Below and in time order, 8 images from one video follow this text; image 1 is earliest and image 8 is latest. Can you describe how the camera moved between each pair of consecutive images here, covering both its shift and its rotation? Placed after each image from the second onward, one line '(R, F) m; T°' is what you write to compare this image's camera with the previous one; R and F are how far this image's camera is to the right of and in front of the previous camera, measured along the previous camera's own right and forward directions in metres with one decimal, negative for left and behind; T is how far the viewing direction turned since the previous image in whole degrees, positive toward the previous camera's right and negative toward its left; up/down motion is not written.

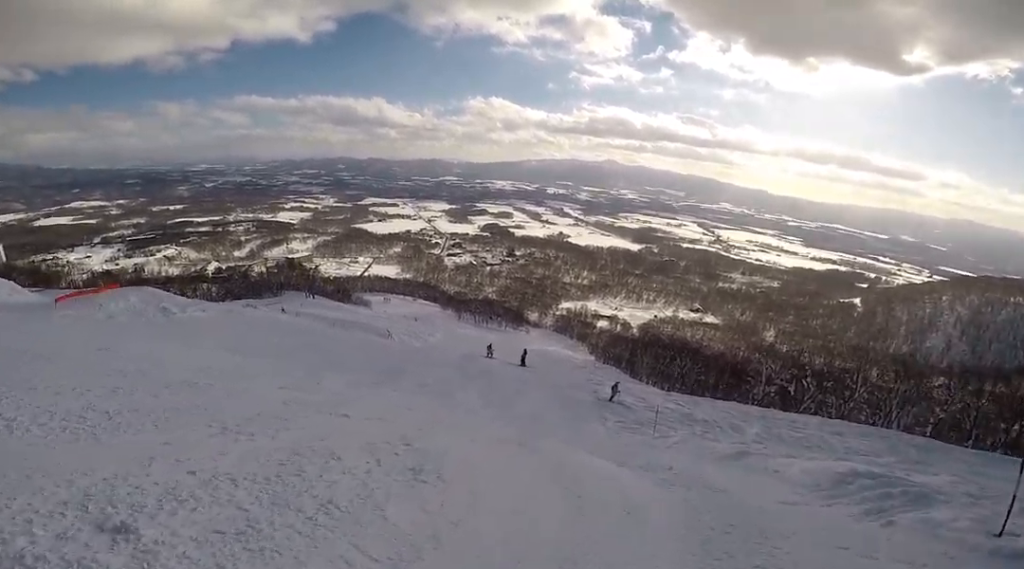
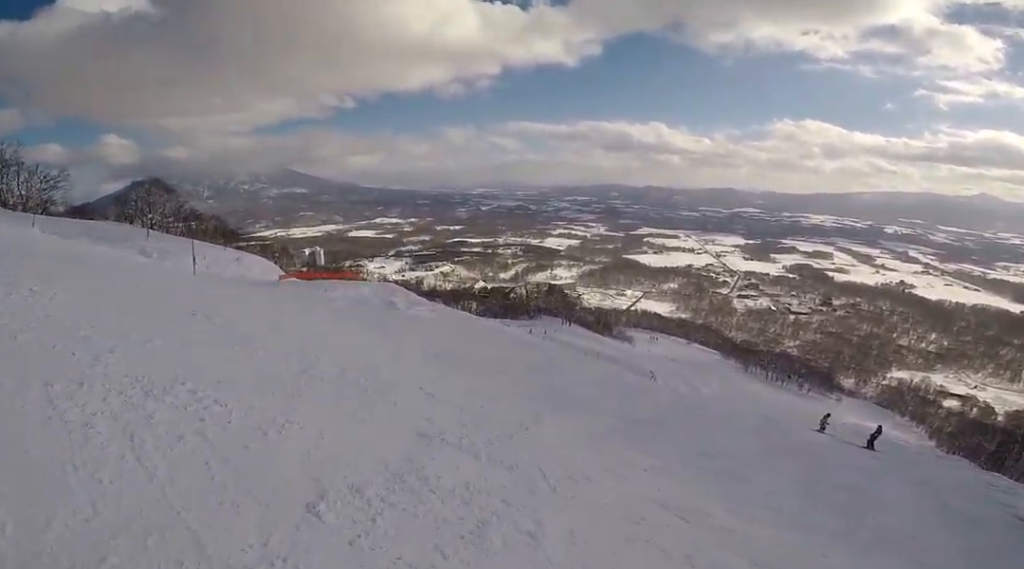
(-2.2, +4.7) m; -33°
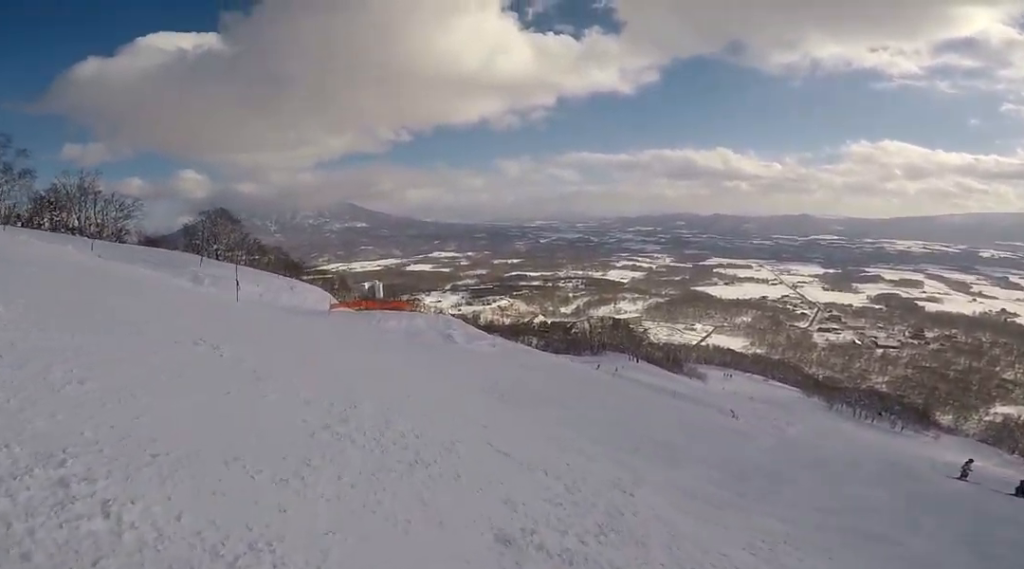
(0.0, +2.0) m; -4°
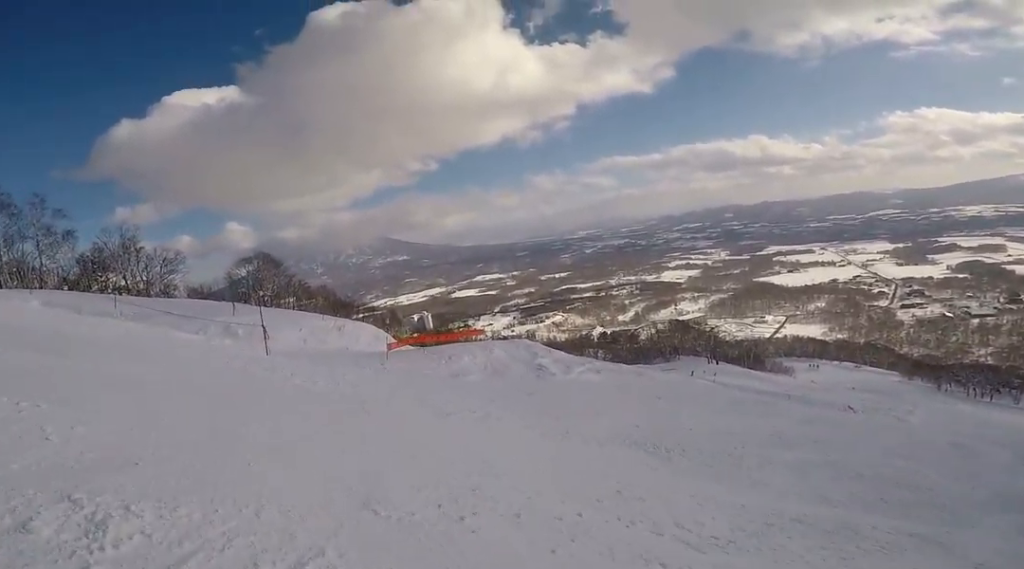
(-0.3, +4.3) m; -4°
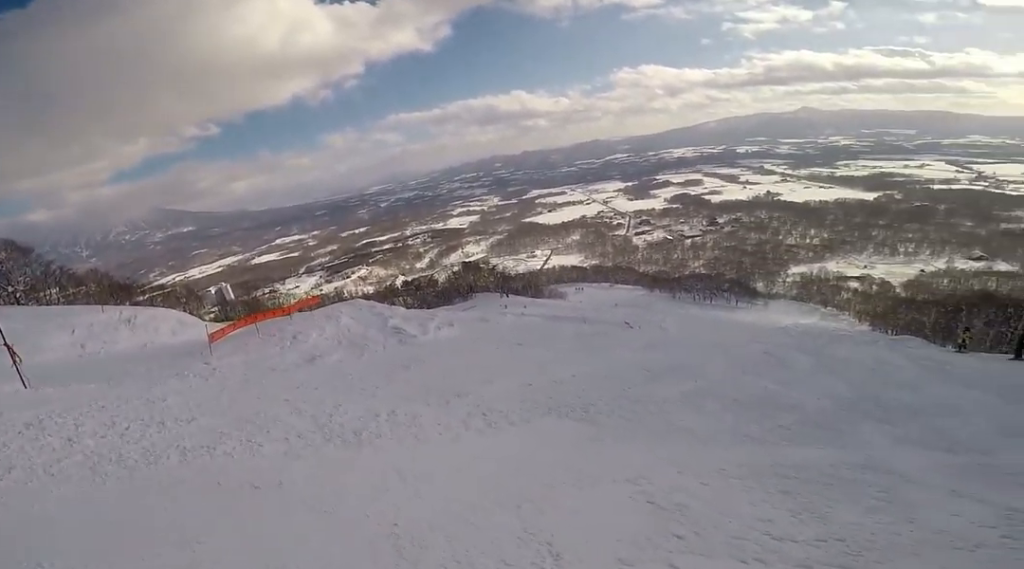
(-0.1, +4.1) m; +17°
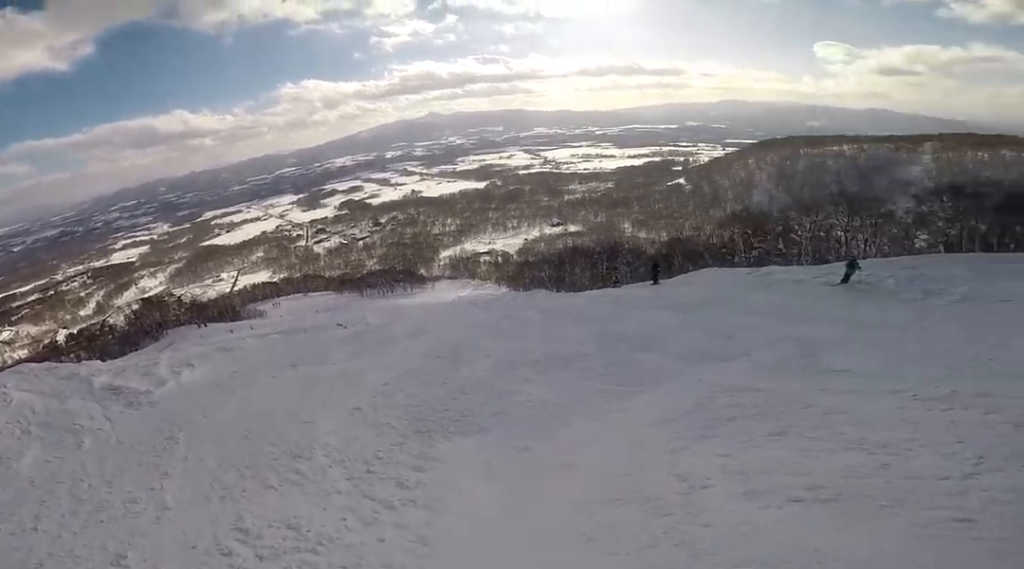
(+1.7, +3.7) m; +59°
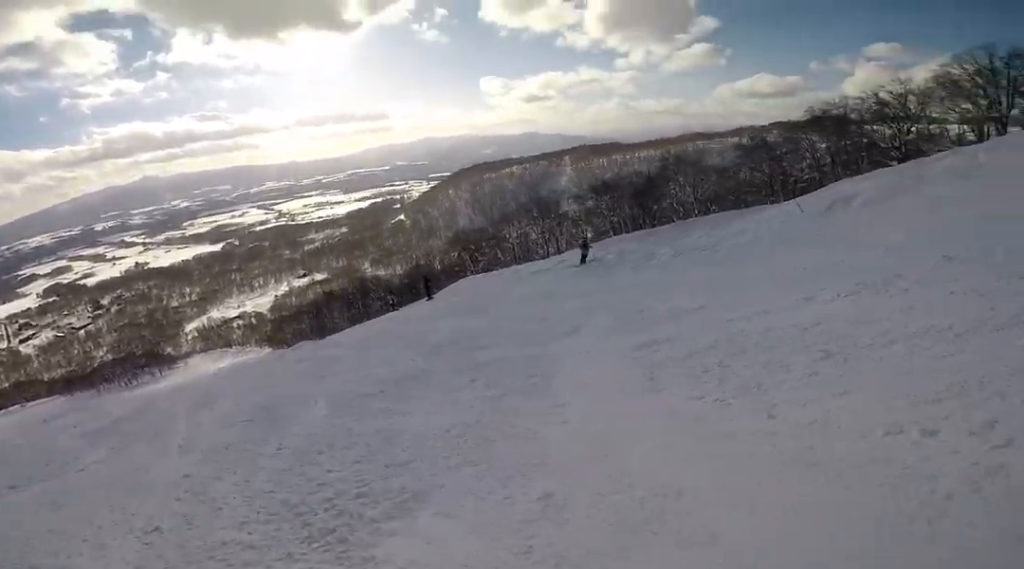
(+1.0, +2.6) m; +30°
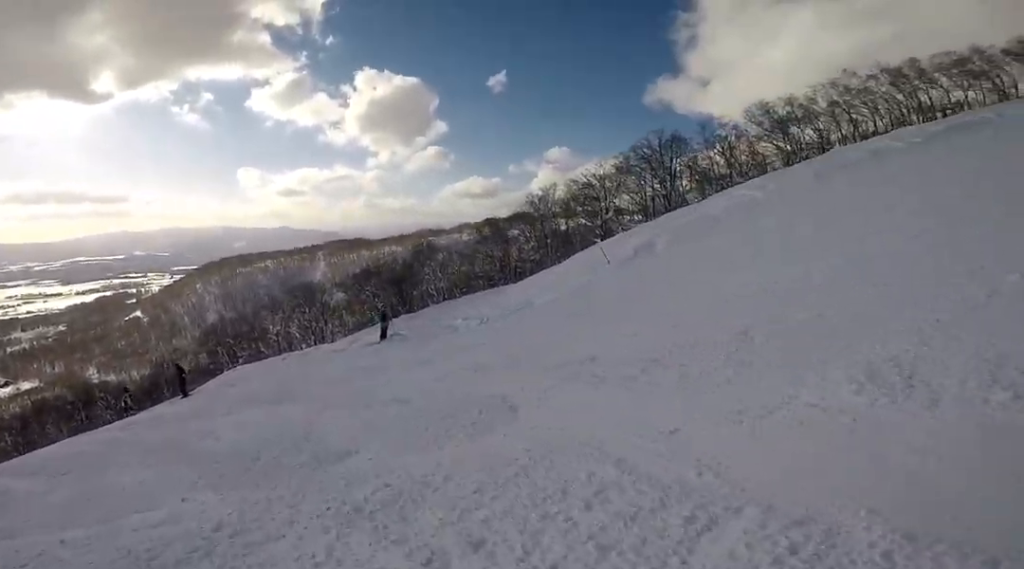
(+1.1, +4.5) m; +17°
